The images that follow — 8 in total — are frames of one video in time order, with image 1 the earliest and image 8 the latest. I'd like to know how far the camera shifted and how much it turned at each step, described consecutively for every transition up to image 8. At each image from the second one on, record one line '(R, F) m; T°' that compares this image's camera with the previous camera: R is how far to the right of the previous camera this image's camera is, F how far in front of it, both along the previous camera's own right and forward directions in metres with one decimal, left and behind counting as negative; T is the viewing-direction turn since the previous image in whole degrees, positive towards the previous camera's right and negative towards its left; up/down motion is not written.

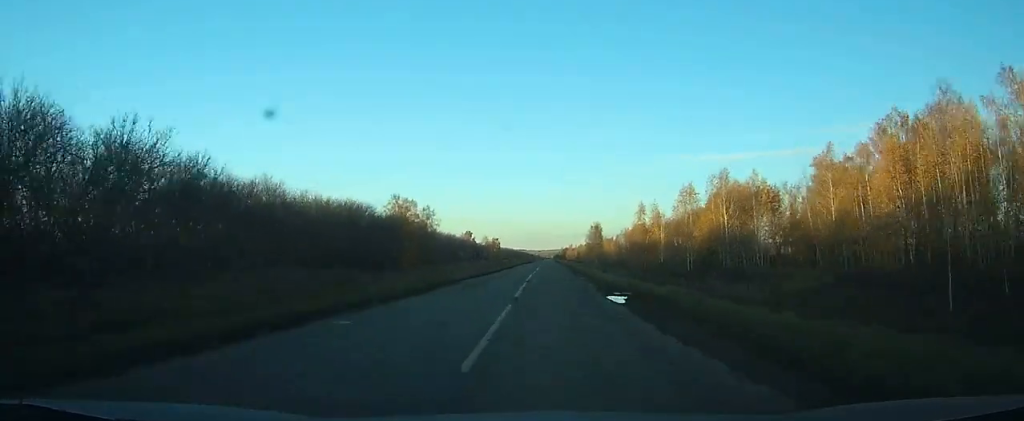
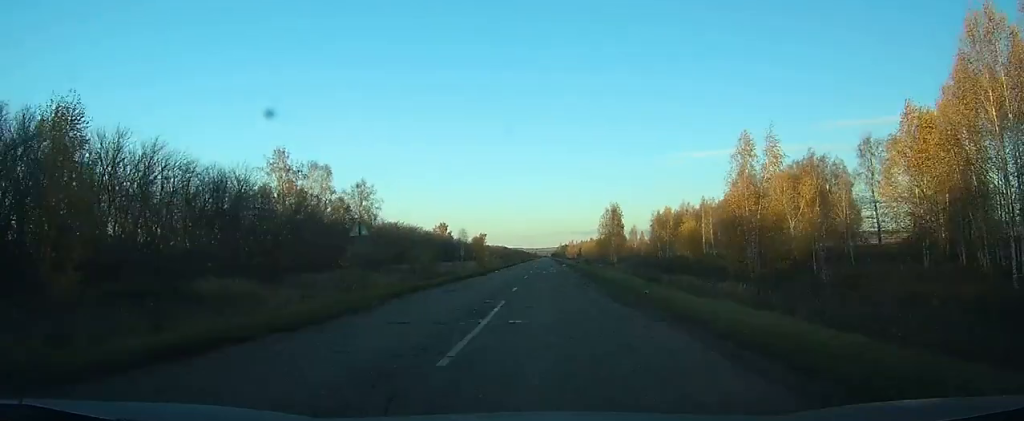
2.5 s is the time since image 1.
(+0.1, +60.2) m; 0°
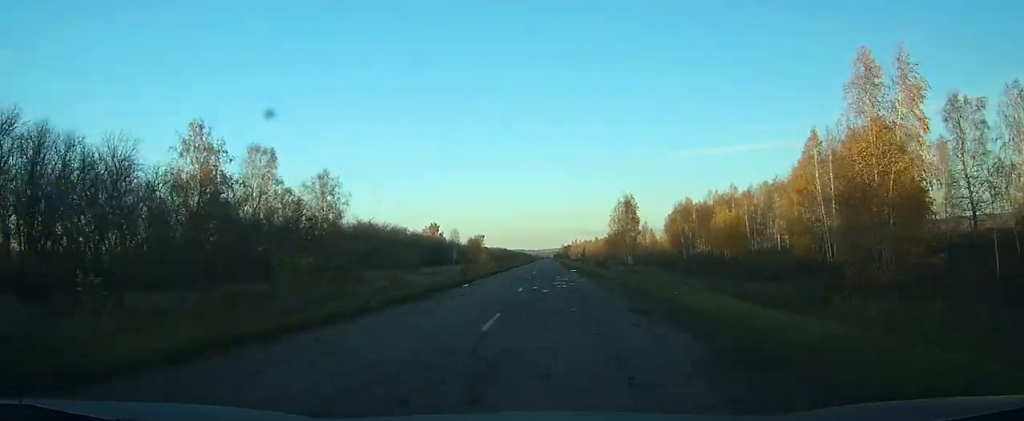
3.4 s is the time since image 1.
(0.0, +21.3) m; 0°
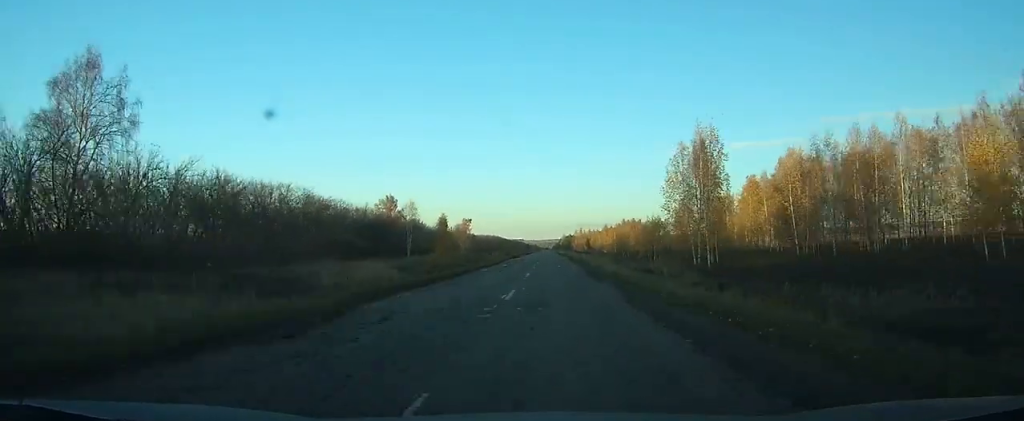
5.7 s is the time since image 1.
(+0.1, +56.6) m; 0°
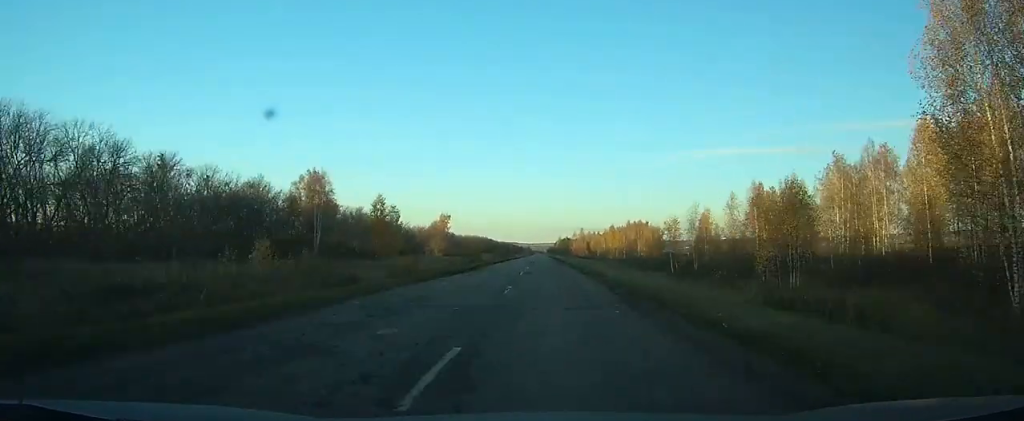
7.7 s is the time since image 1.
(0.0, +45.4) m; 0°
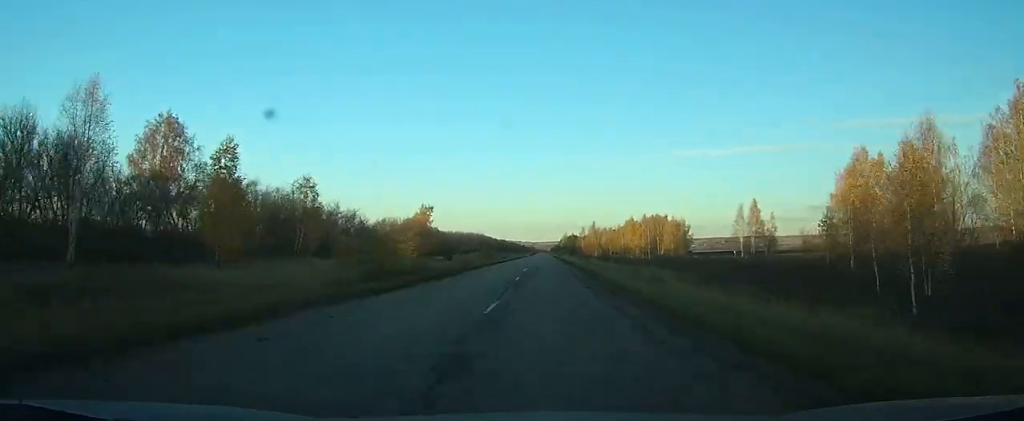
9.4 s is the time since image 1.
(0.0, +40.3) m; 0°
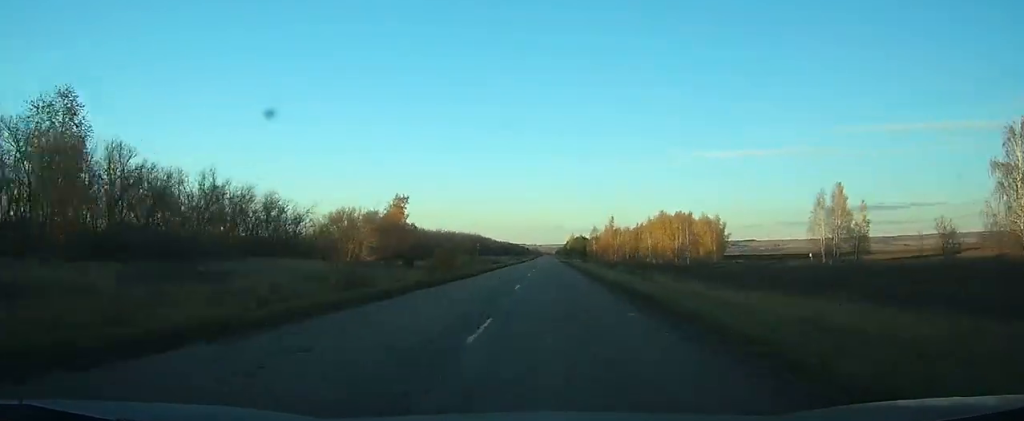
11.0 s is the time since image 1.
(-0.1, +37.7) m; 0°
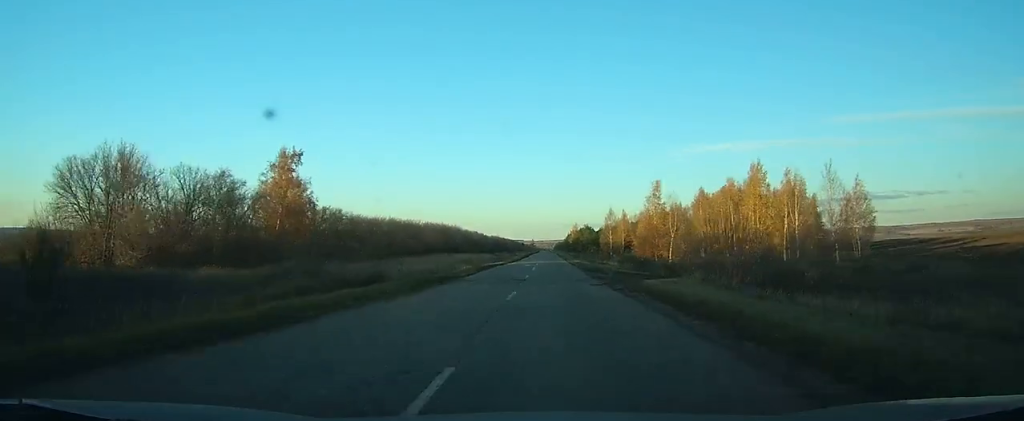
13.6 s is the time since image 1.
(0.0, +67.6) m; 0°
